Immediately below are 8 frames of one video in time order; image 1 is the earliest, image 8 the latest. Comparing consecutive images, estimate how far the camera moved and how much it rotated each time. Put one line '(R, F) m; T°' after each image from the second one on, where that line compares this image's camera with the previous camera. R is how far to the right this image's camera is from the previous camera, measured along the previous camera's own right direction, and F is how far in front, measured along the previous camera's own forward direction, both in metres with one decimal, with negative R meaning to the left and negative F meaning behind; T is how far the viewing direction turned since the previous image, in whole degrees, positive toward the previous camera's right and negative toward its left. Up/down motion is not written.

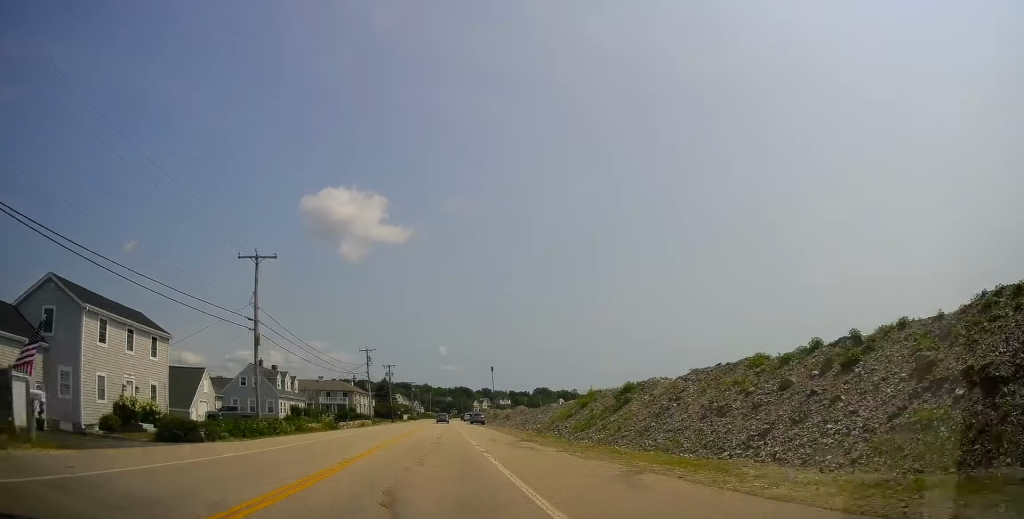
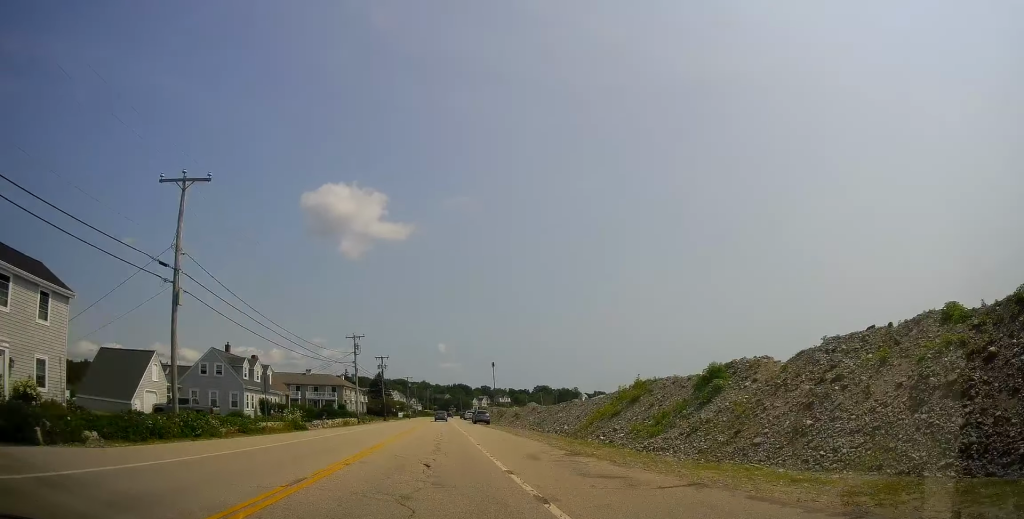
(-0.3, +11.0) m; 0°
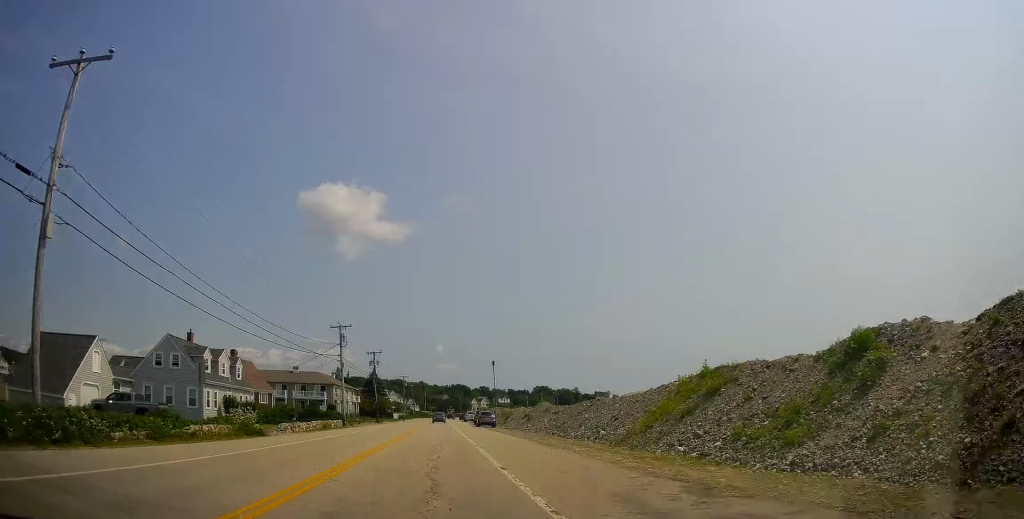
(-0.3, +9.1) m; 0°
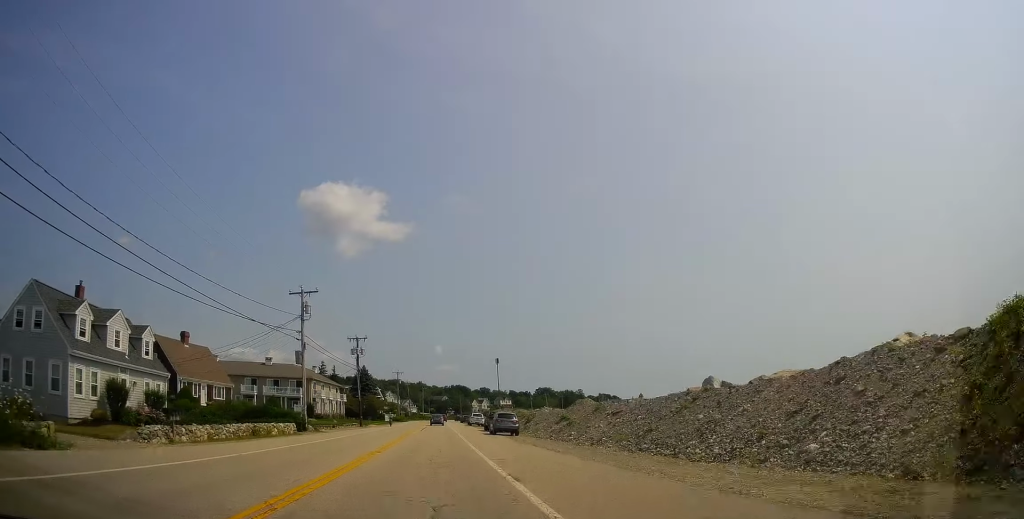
(+0.6, +17.9) m; +1°
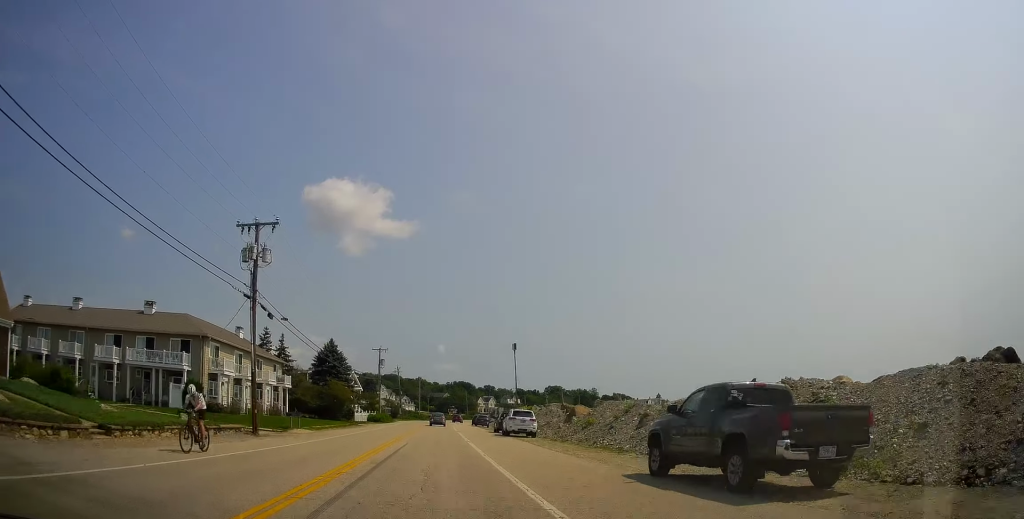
(+0.1, +42.3) m; 0°
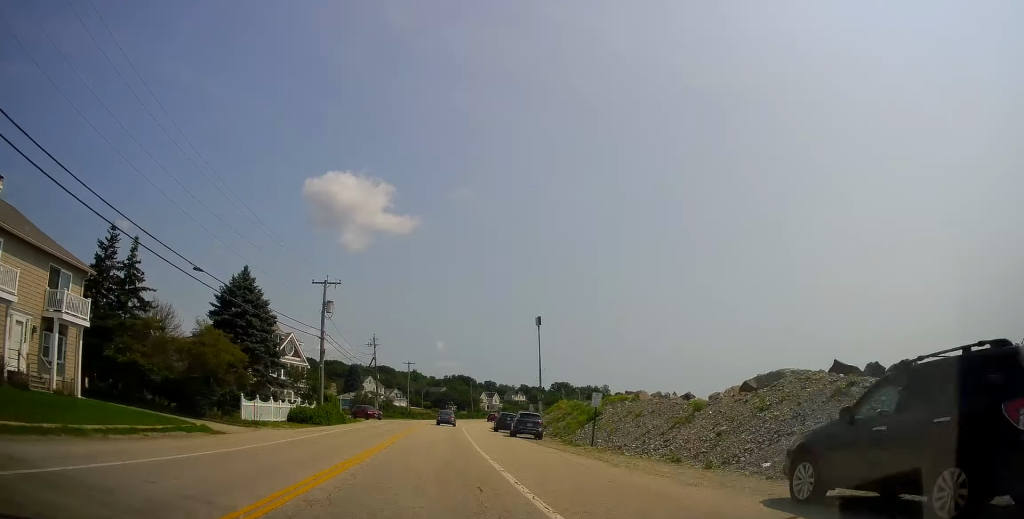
(-0.5, +41.4) m; 0°
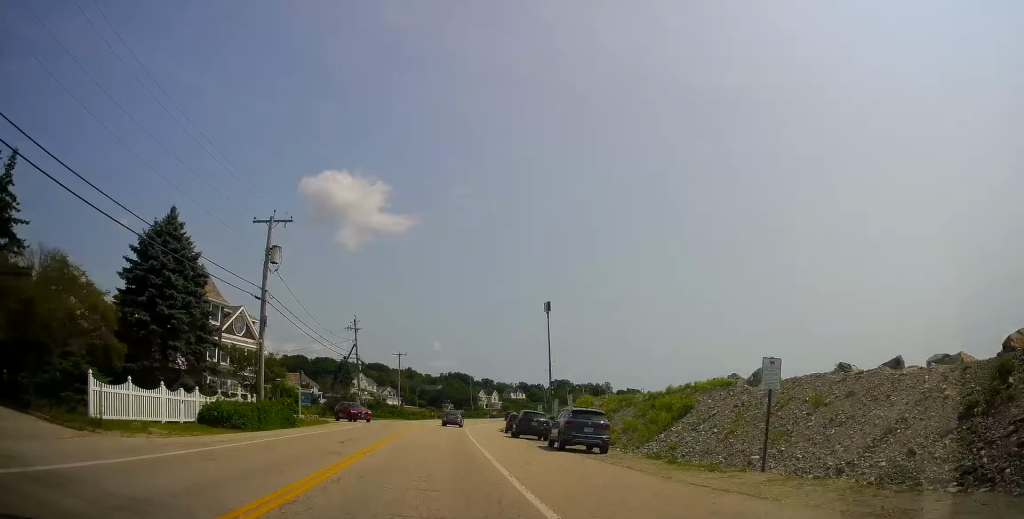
(+0.2, +14.5) m; +1°
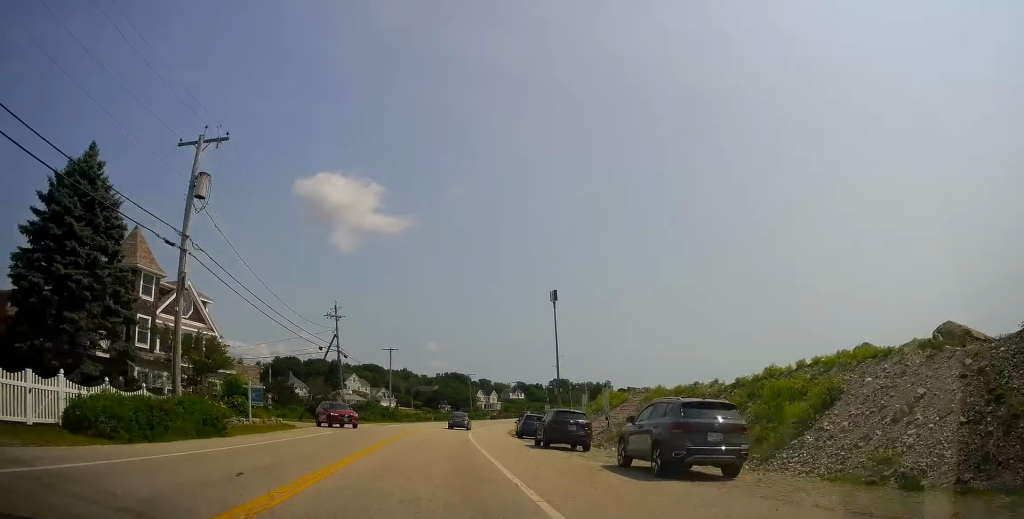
(+0.1, +9.9) m; +1°
